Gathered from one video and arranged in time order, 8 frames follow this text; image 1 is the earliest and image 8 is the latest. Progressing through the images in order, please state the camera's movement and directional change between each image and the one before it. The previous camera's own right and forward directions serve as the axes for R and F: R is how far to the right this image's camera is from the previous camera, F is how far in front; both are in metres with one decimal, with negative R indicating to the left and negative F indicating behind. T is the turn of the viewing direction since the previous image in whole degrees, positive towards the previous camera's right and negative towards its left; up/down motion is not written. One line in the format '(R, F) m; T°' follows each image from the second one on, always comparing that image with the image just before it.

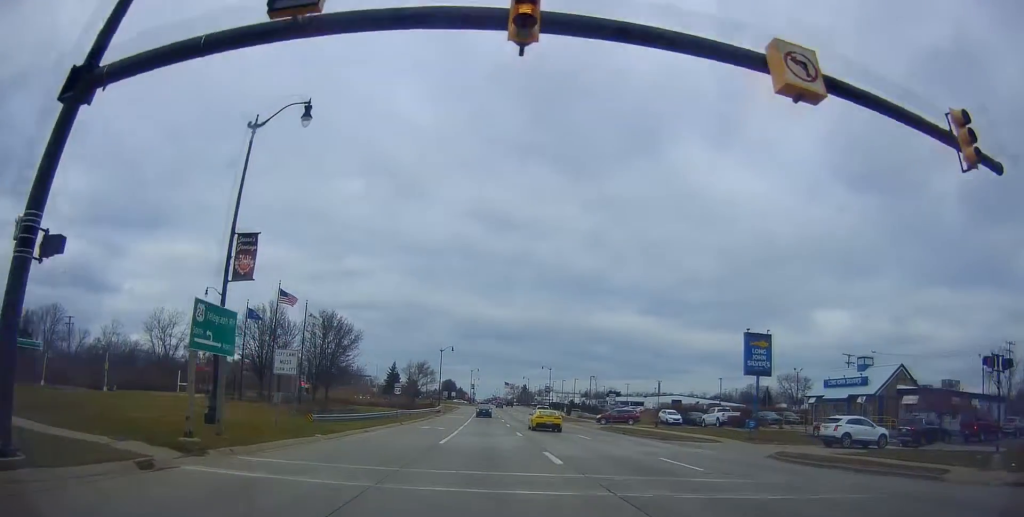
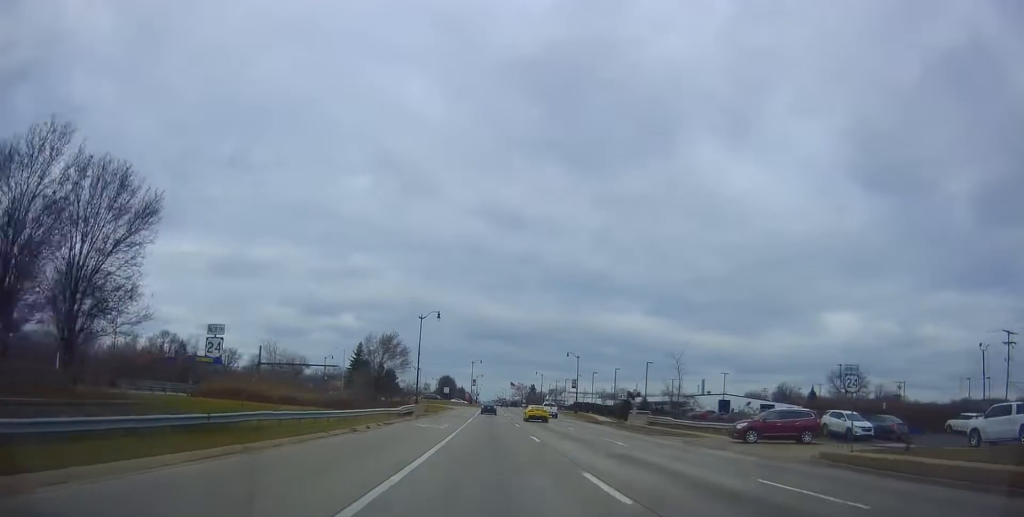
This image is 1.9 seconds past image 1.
(-1.5, +39.1) m; -2°
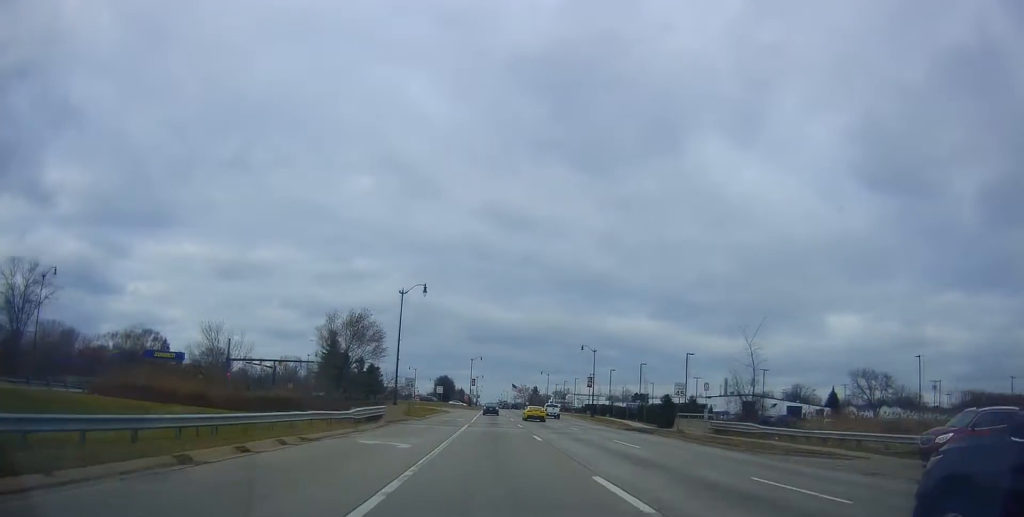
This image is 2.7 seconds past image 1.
(+0.6, +15.9) m; +2°
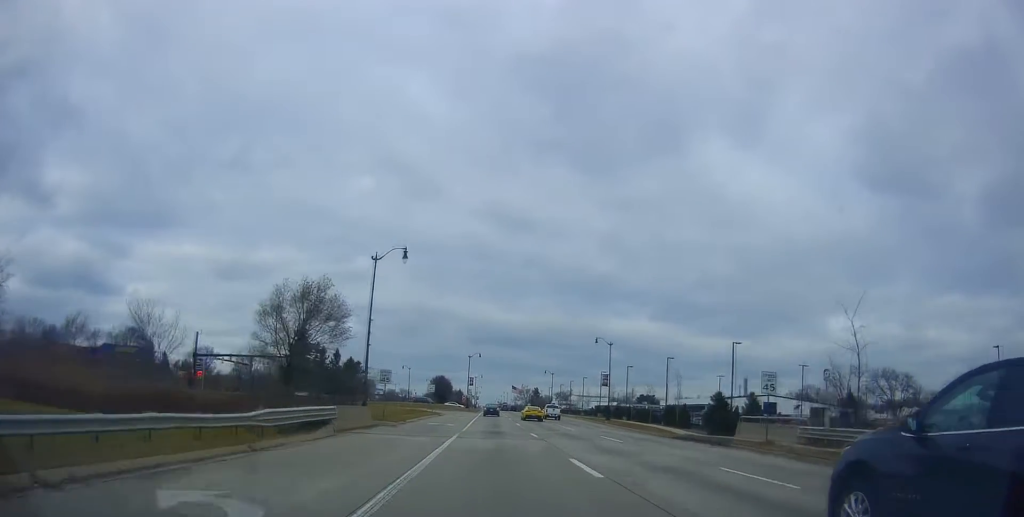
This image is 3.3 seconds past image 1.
(+0.1, +12.5) m; 0°
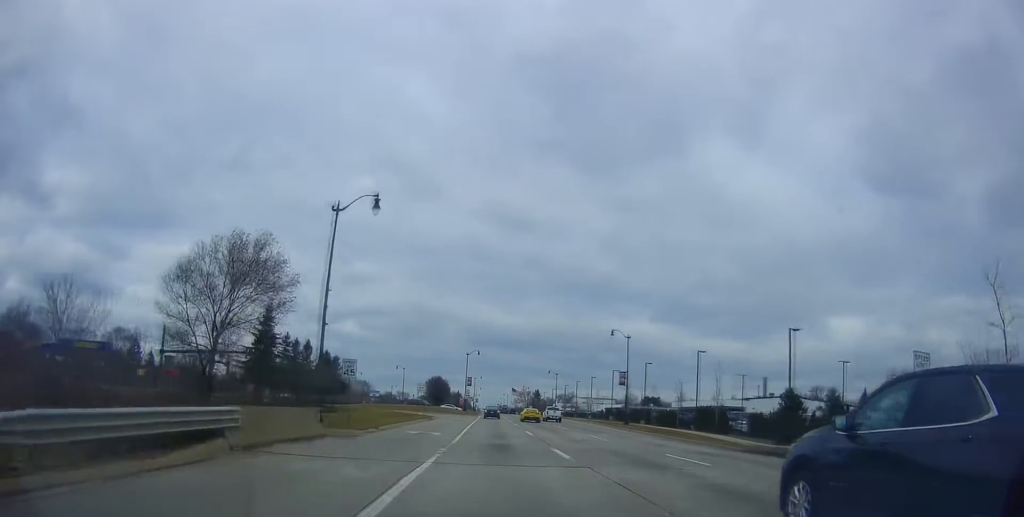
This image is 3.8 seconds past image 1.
(0.0, +10.4) m; 0°
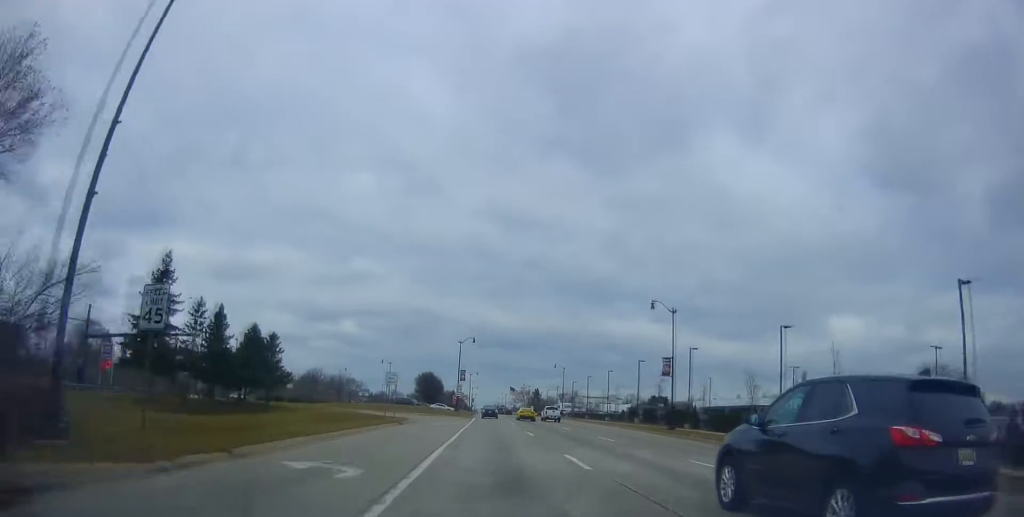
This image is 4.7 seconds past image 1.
(0.0, +18.0) m; -1°
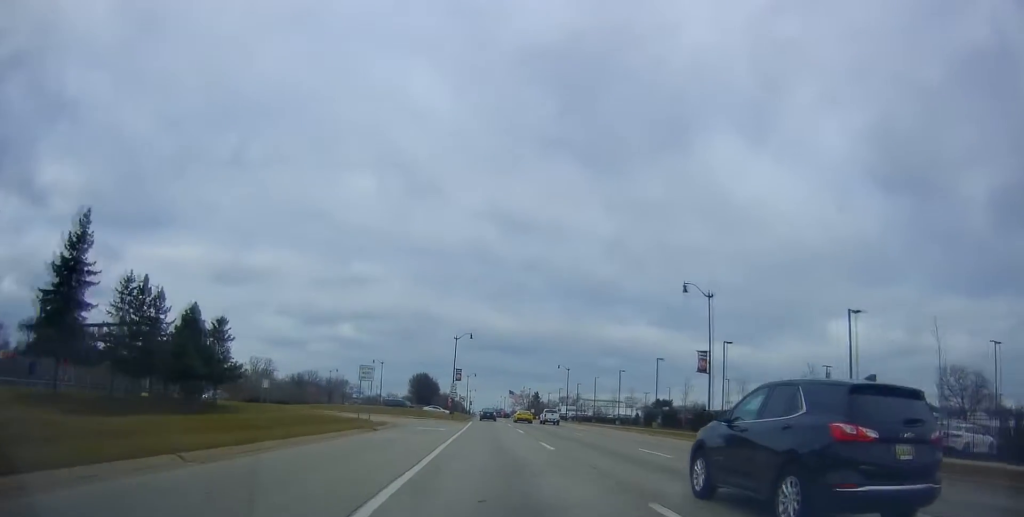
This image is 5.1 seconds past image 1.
(0.0, +9.0) m; 0°
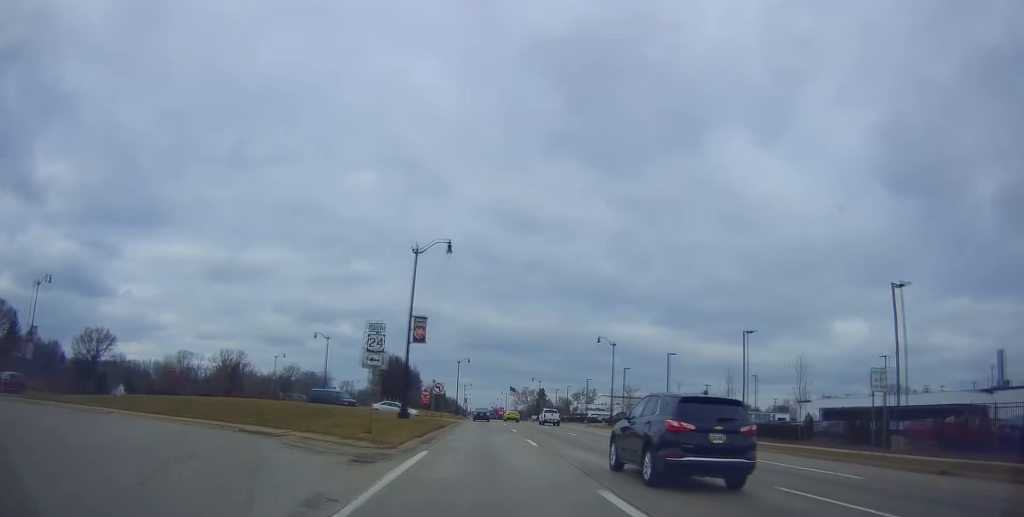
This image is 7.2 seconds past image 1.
(+0.4, +43.0) m; +2°
